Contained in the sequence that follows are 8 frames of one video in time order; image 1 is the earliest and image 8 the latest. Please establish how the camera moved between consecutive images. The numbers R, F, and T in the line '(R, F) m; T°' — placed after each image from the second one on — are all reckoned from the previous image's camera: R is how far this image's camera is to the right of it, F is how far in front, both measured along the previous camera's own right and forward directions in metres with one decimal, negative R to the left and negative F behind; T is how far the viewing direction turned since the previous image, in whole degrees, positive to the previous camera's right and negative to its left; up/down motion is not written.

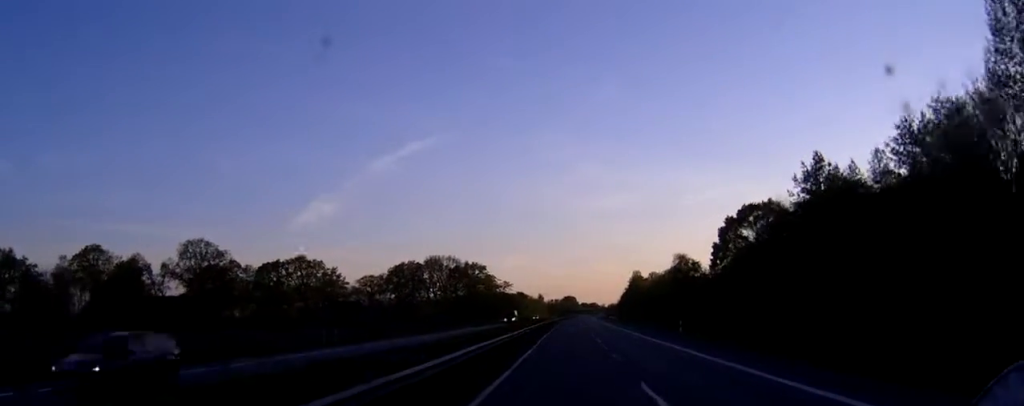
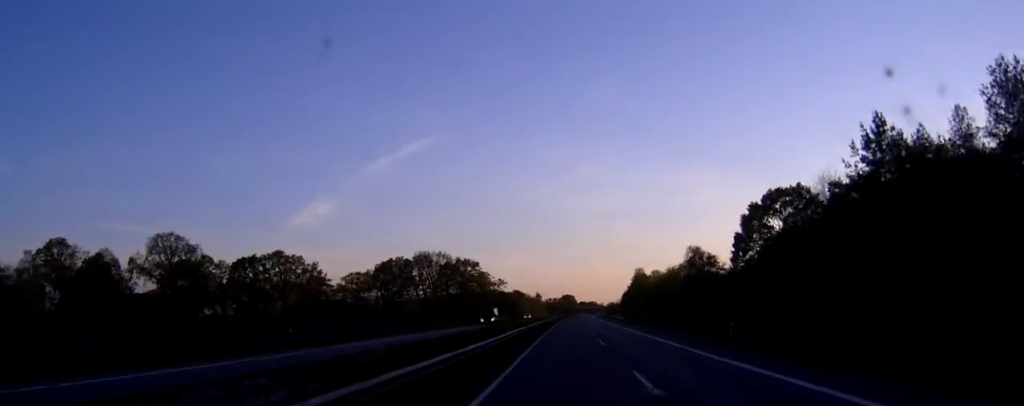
(0.0, +14.3) m; 0°
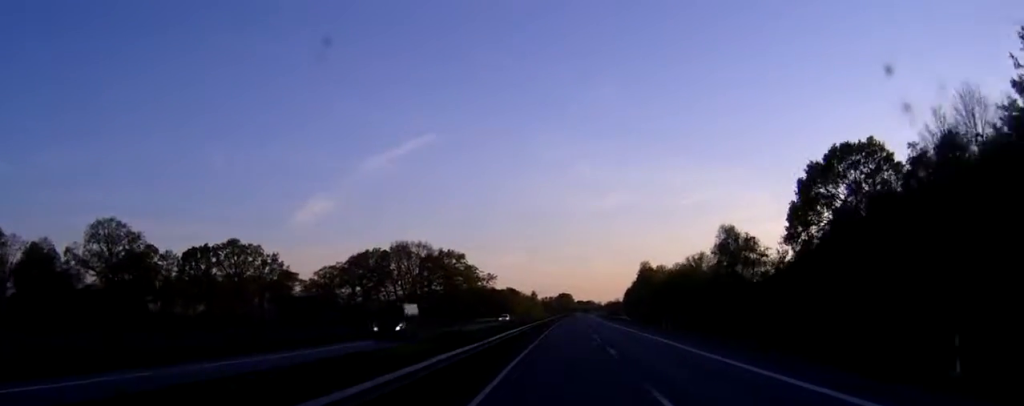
(0.0, +24.0) m; 0°
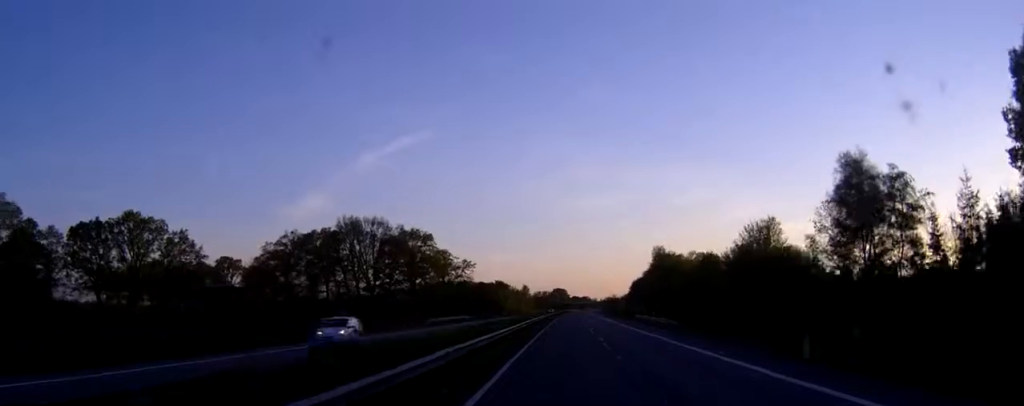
(+0.2, +39.4) m; +1°
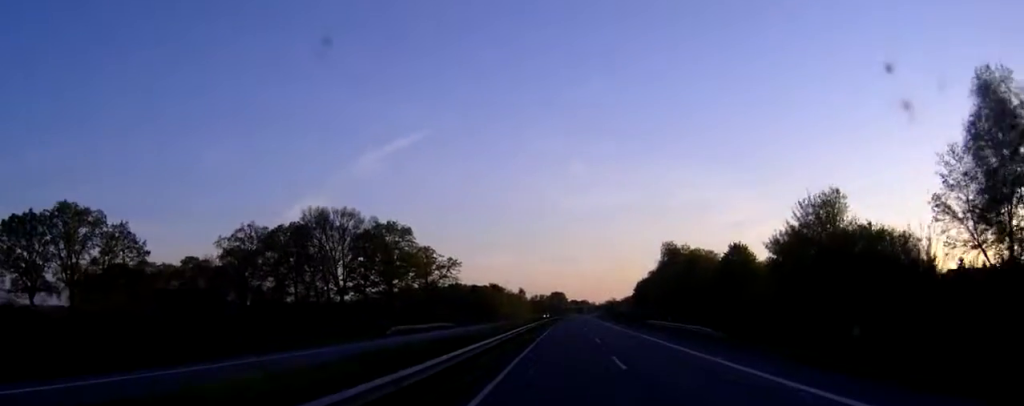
(0.0, +18.2) m; 0°
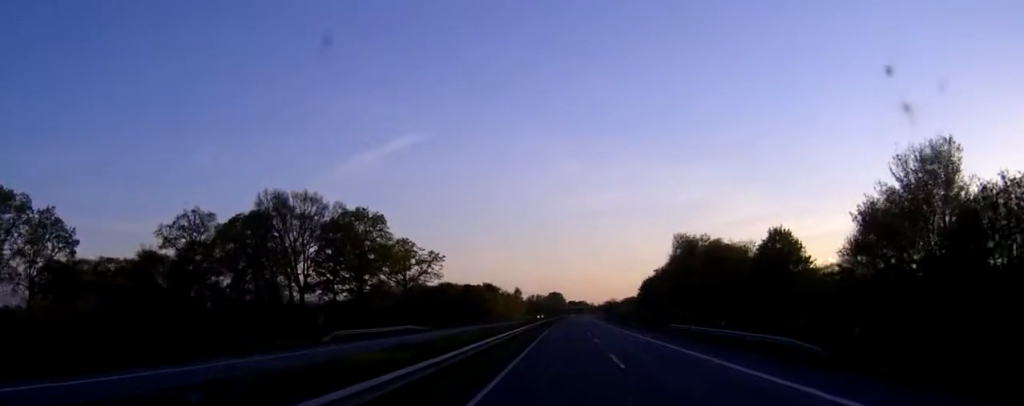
(0.0, +18.2) m; 0°
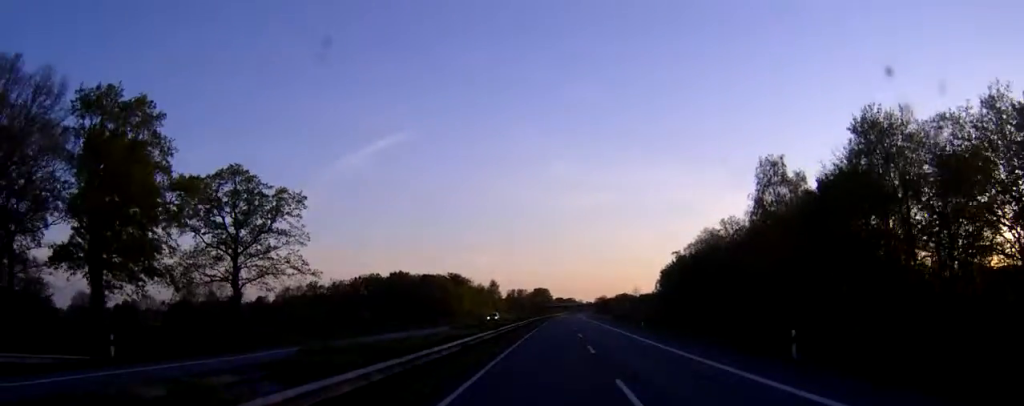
(+0.6, +63.8) m; +1°
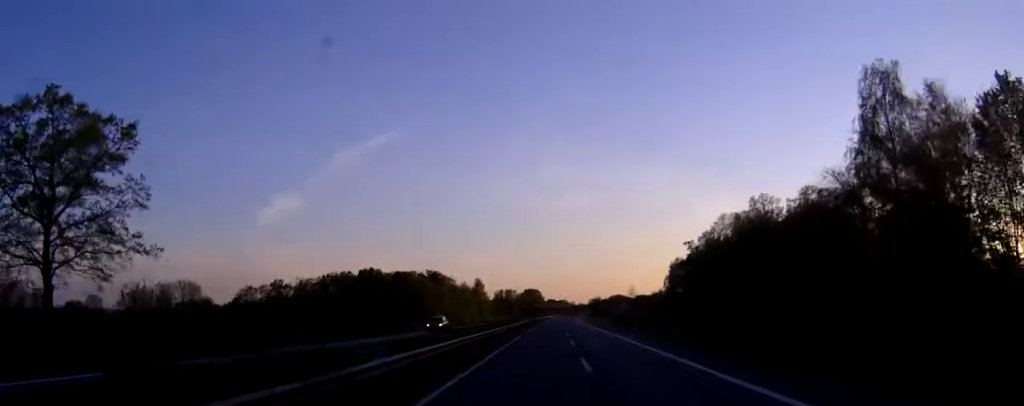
(+0.1, +26.7) m; 0°
